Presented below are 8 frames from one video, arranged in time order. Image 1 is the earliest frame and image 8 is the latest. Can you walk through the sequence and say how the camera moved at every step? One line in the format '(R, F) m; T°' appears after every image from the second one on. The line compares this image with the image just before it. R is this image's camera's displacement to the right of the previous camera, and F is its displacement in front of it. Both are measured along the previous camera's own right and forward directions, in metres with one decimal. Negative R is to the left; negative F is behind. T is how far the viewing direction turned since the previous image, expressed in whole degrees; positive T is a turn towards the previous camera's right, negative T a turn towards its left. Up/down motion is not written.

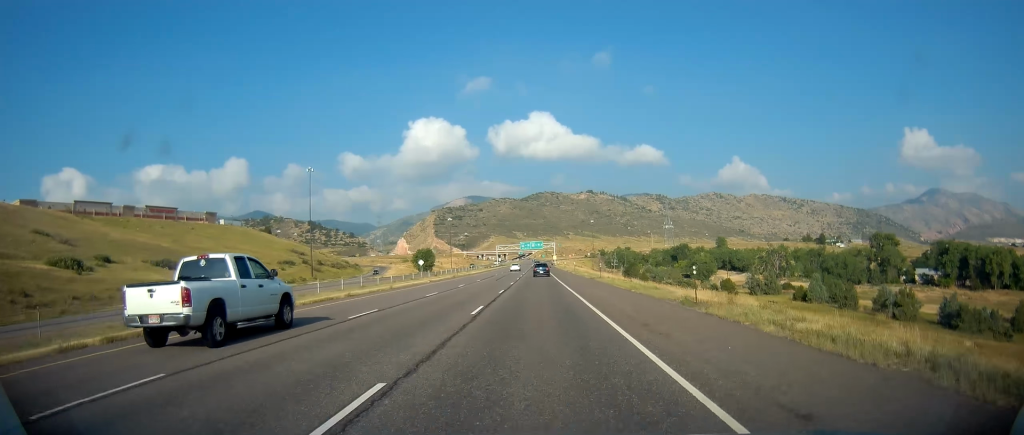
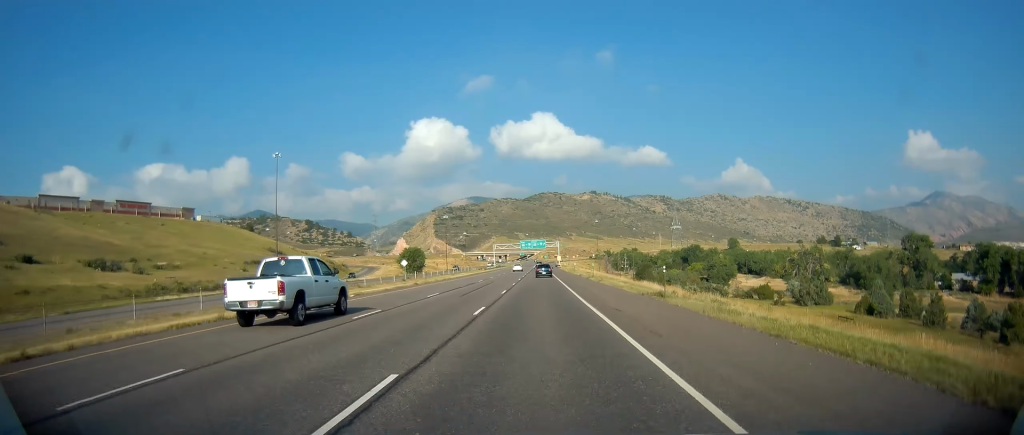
(0.0, +24.2) m; 0°
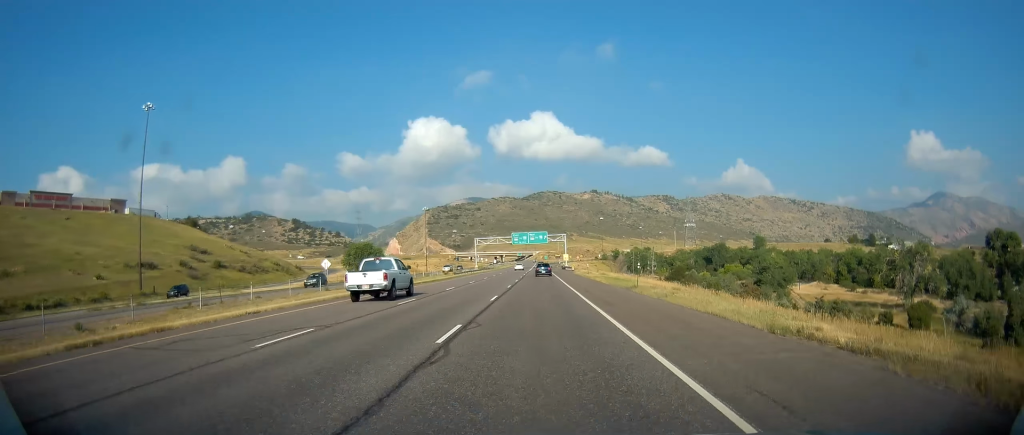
(0.0, +55.0) m; 0°
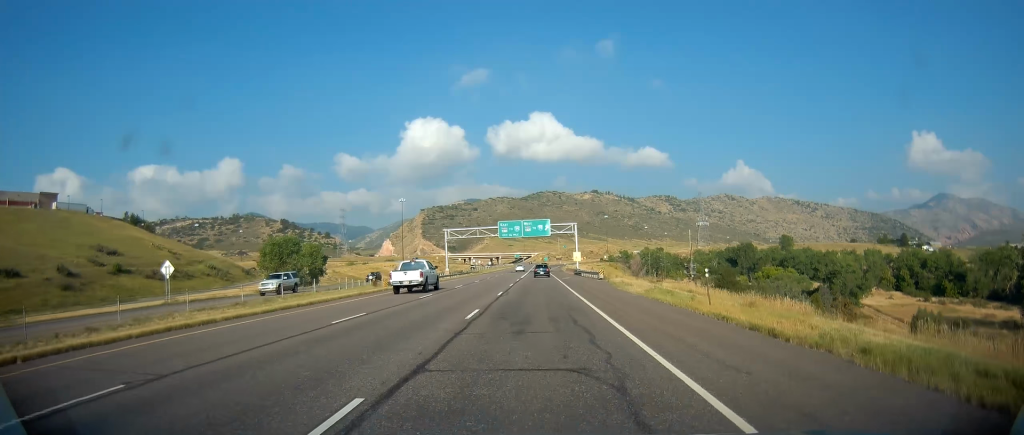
(0.0, +43.6) m; 0°
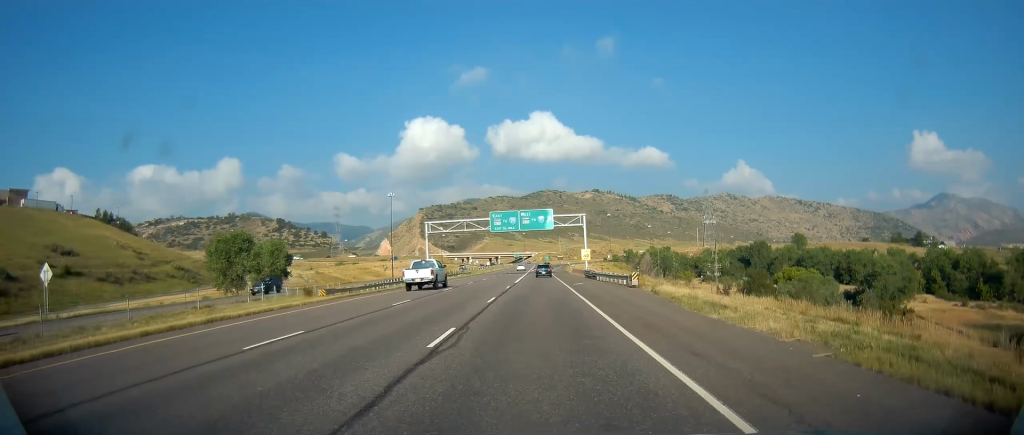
(0.0, +17.3) m; 0°
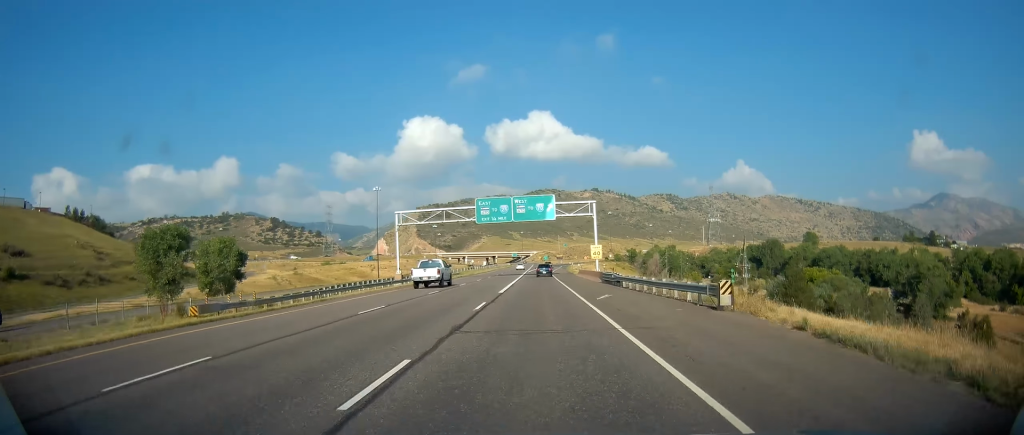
(-0.1, +16.3) m; 0°
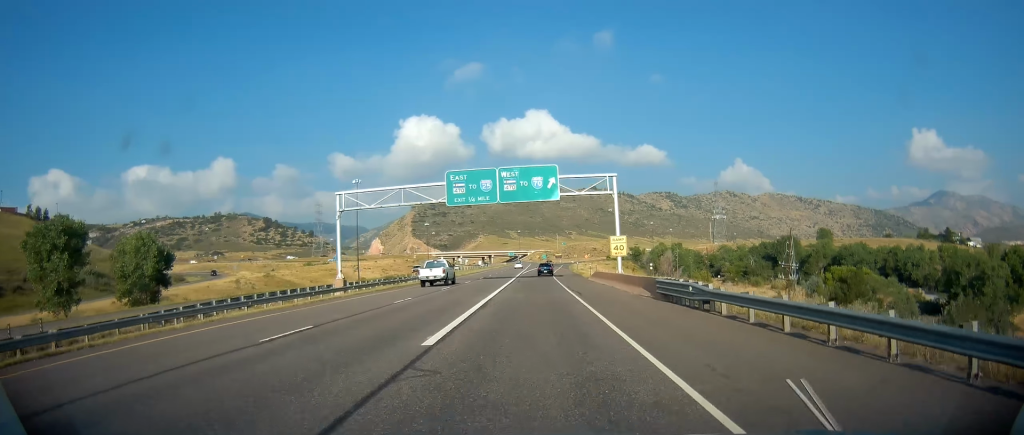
(0.0, +19.0) m; 0°
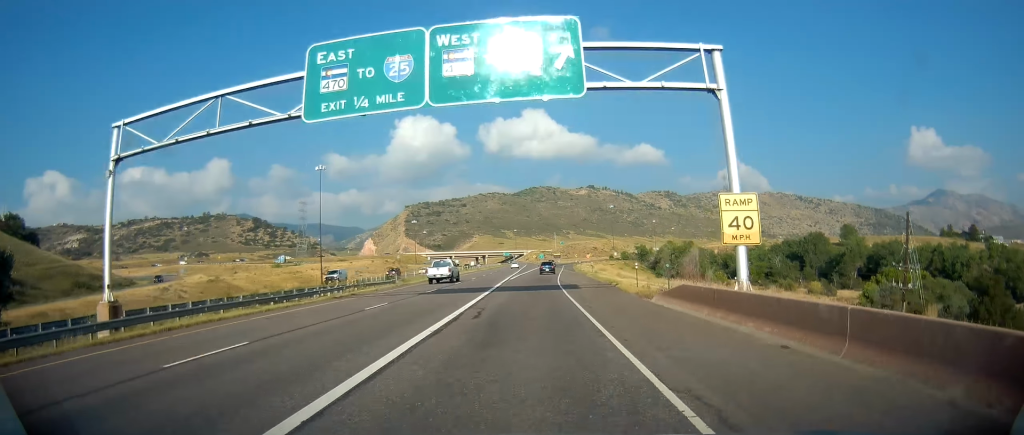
(+0.1, +27.9) m; +1°
